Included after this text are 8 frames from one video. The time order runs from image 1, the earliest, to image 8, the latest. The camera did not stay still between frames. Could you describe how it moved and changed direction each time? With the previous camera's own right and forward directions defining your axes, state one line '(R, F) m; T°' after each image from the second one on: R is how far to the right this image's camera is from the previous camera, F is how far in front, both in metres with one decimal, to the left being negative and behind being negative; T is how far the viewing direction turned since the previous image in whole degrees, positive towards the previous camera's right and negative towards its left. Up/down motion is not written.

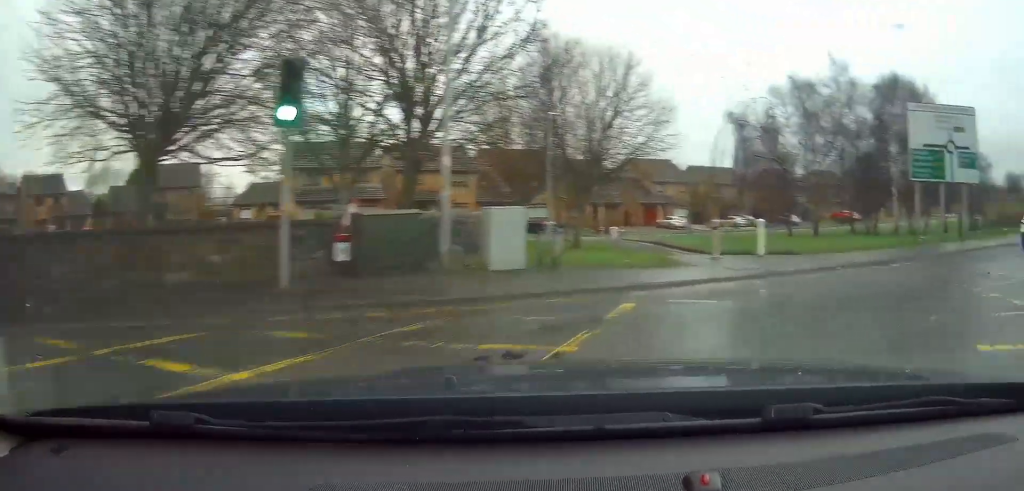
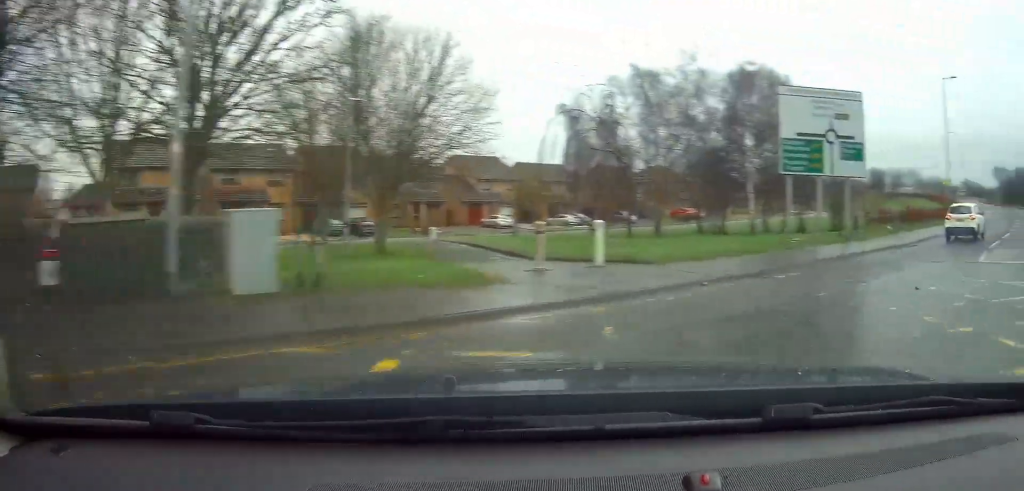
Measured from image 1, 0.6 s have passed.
(+0.4, +3.9) m; +10°
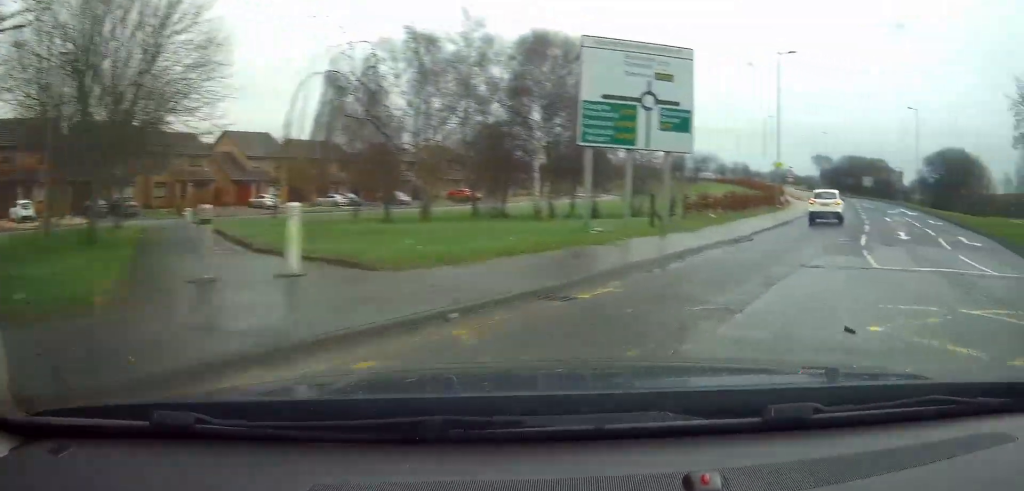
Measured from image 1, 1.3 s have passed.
(+0.3, +5.9) m; +11°
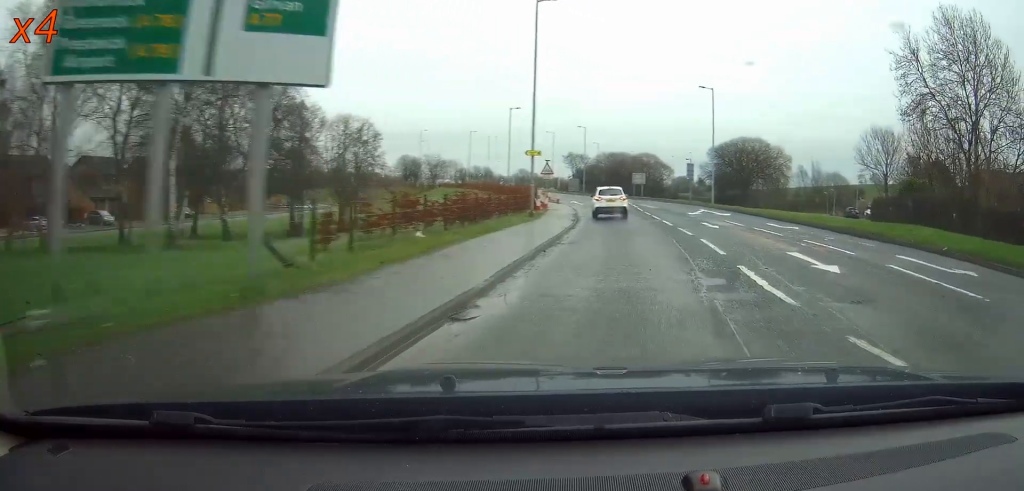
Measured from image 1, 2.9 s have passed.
(+2.2, +14.1) m; +11°
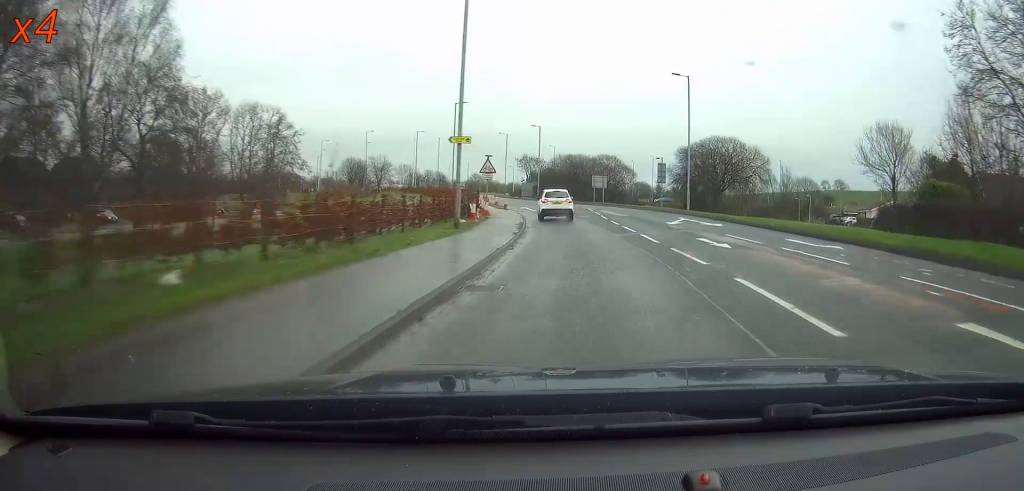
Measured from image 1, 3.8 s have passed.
(+0.2, +9.6) m; +1°
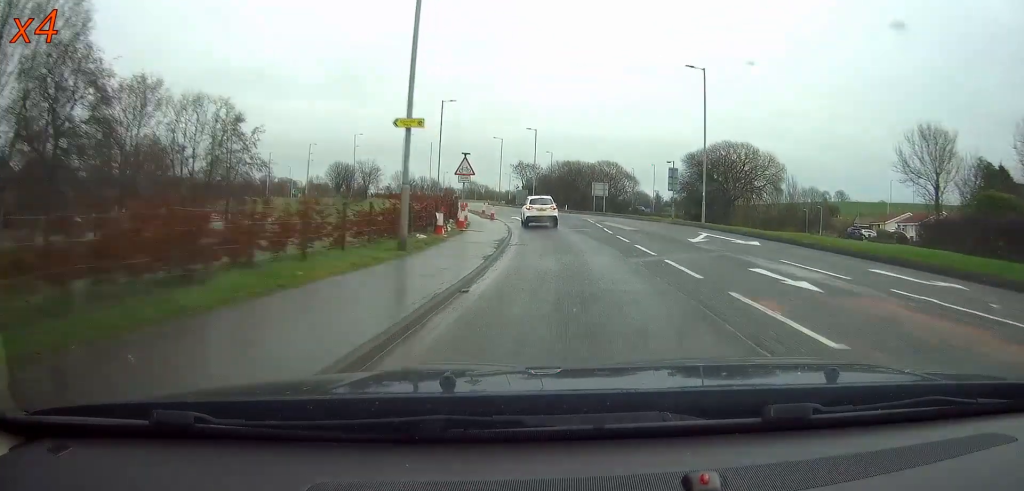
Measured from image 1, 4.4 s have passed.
(0.0, +7.2) m; 0°
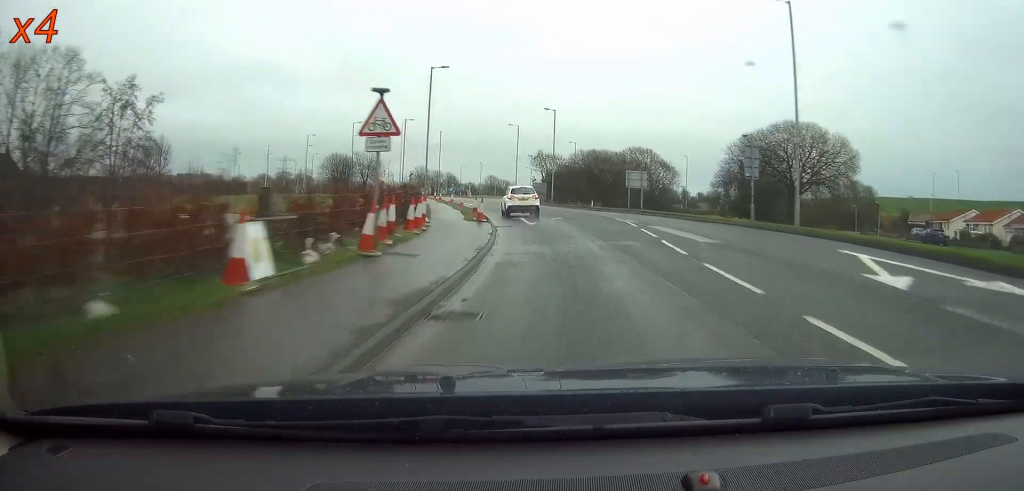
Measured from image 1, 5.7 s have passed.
(-0.1, +15.6) m; -2°
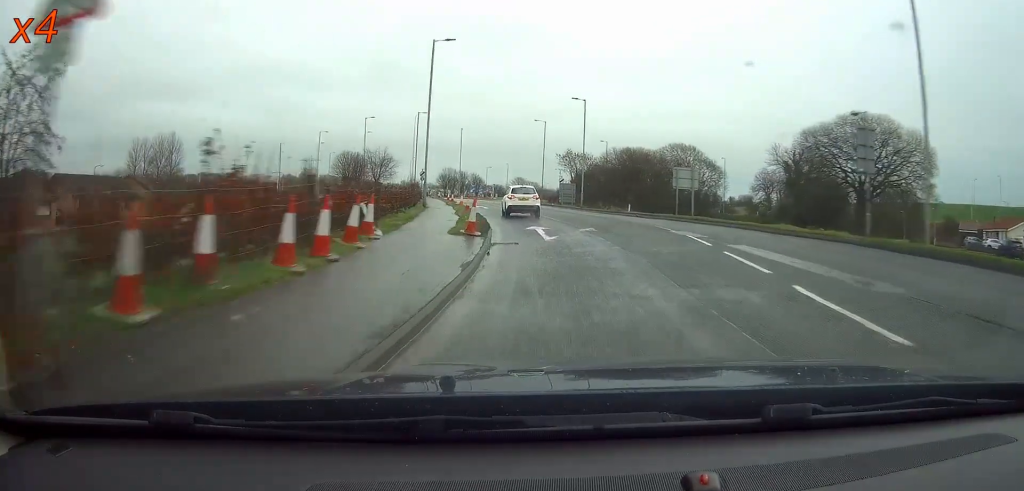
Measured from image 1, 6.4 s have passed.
(-0.1, +10.1) m; -3°
